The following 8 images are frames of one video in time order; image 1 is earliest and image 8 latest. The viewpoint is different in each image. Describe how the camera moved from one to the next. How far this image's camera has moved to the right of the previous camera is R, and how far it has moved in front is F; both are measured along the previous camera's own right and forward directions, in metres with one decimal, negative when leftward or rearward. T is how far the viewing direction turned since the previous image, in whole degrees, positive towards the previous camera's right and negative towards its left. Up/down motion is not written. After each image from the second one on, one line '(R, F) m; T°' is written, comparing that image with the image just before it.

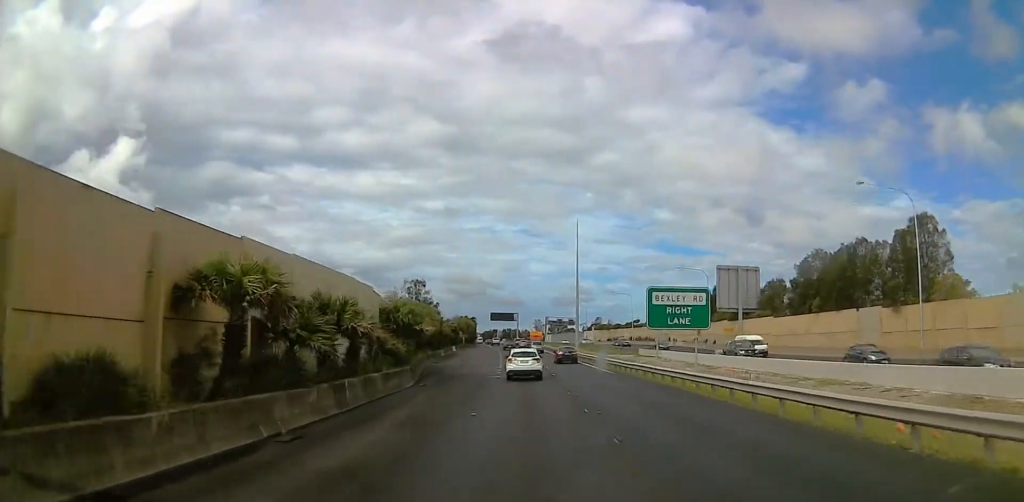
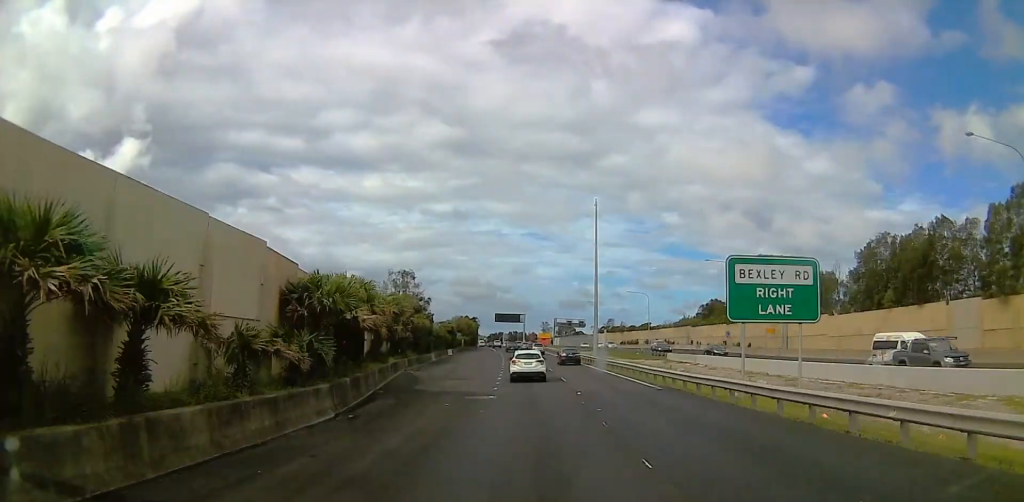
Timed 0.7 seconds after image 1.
(0.0, +12.1) m; 0°
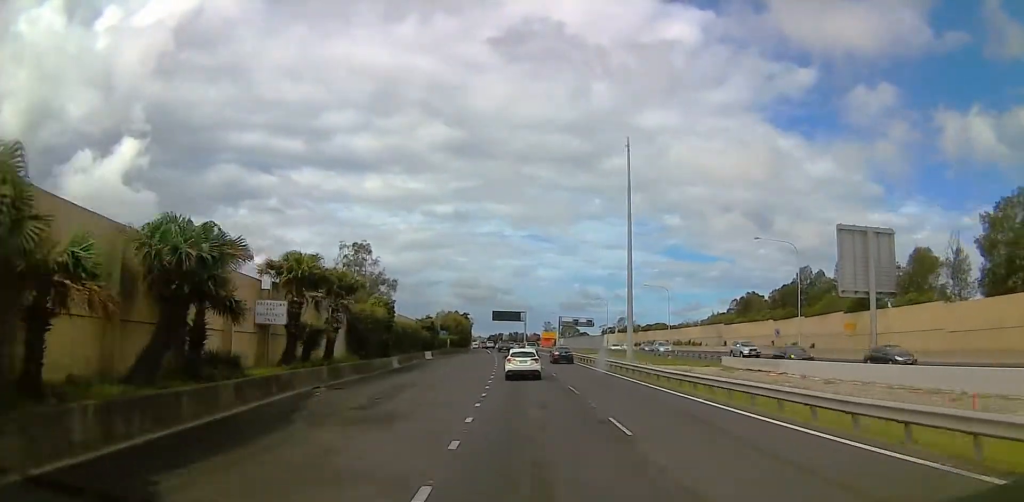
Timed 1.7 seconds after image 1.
(0.0, +17.7) m; 0°
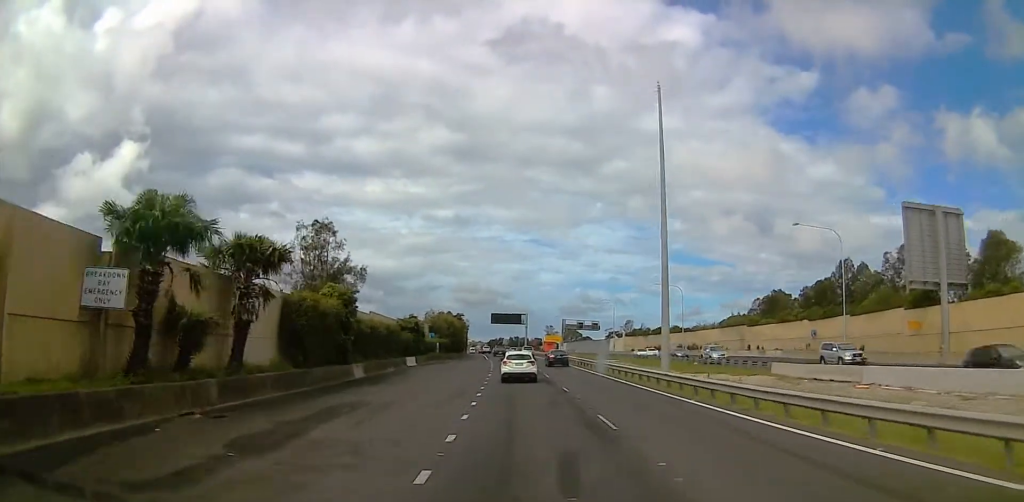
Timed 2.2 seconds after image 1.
(0.0, +9.6) m; 0°
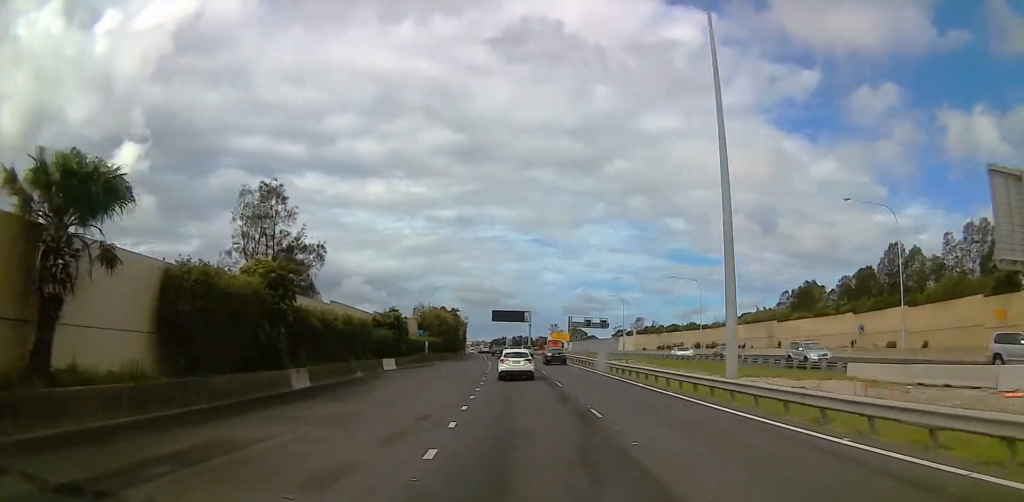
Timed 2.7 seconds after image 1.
(0.0, +9.1) m; 0°
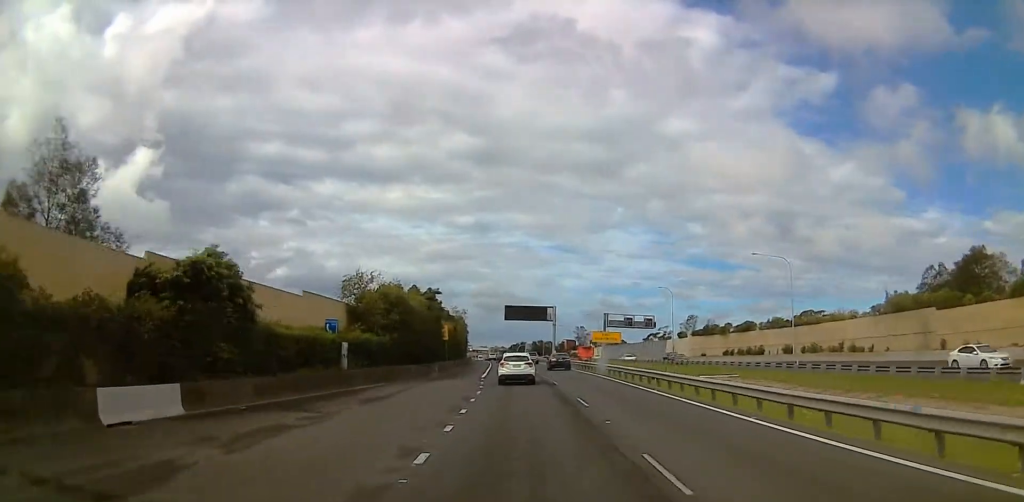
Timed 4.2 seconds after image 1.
(-1.0, +31.2) m; -3°
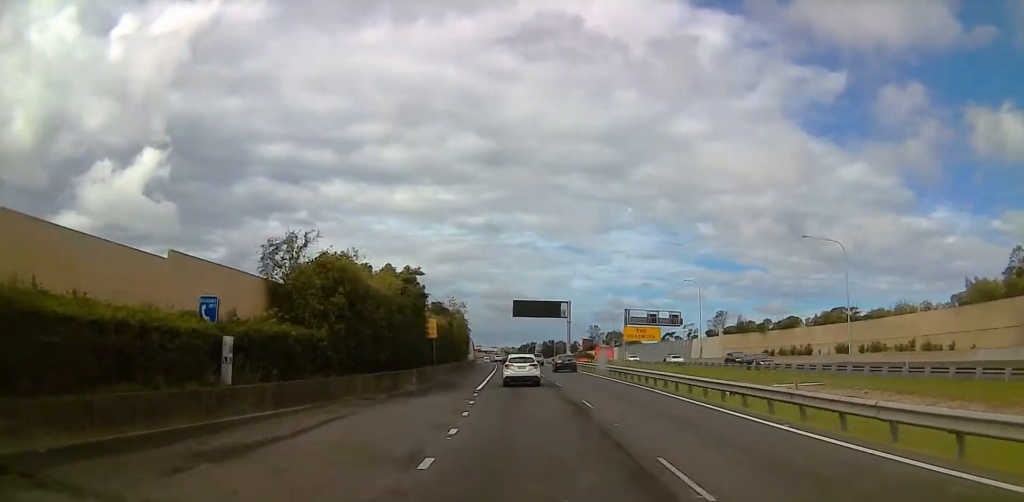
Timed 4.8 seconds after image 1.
(-0.4, +13.5) m; -1°
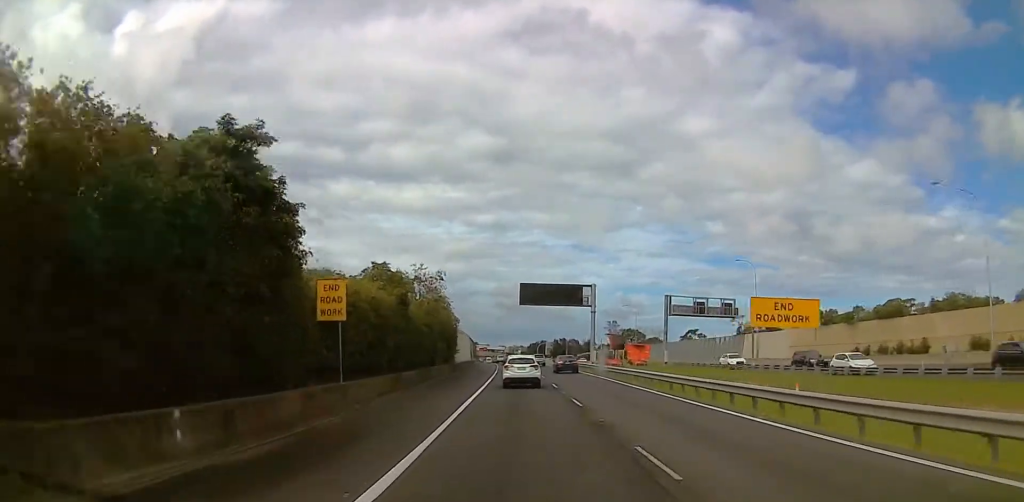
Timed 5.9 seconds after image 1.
(+0.5, +26.0) m; +1°
